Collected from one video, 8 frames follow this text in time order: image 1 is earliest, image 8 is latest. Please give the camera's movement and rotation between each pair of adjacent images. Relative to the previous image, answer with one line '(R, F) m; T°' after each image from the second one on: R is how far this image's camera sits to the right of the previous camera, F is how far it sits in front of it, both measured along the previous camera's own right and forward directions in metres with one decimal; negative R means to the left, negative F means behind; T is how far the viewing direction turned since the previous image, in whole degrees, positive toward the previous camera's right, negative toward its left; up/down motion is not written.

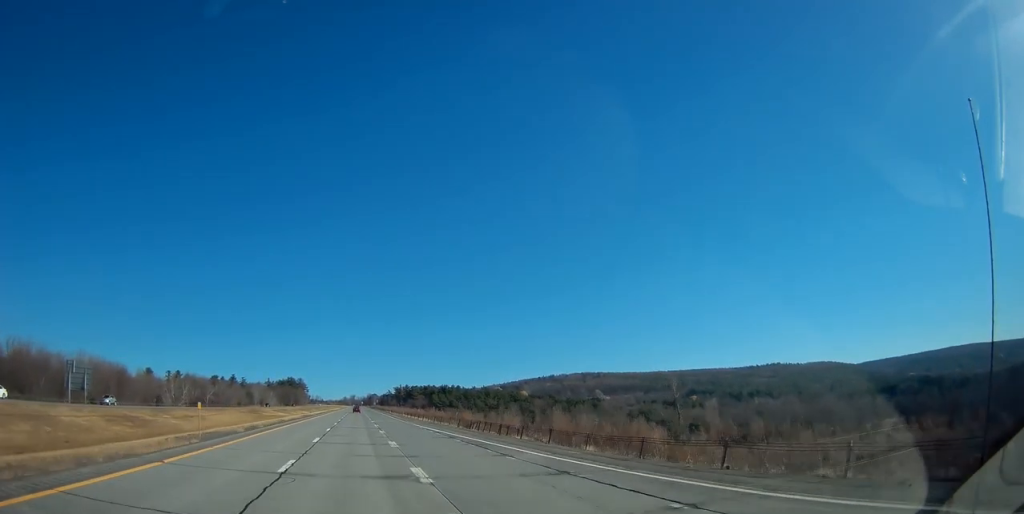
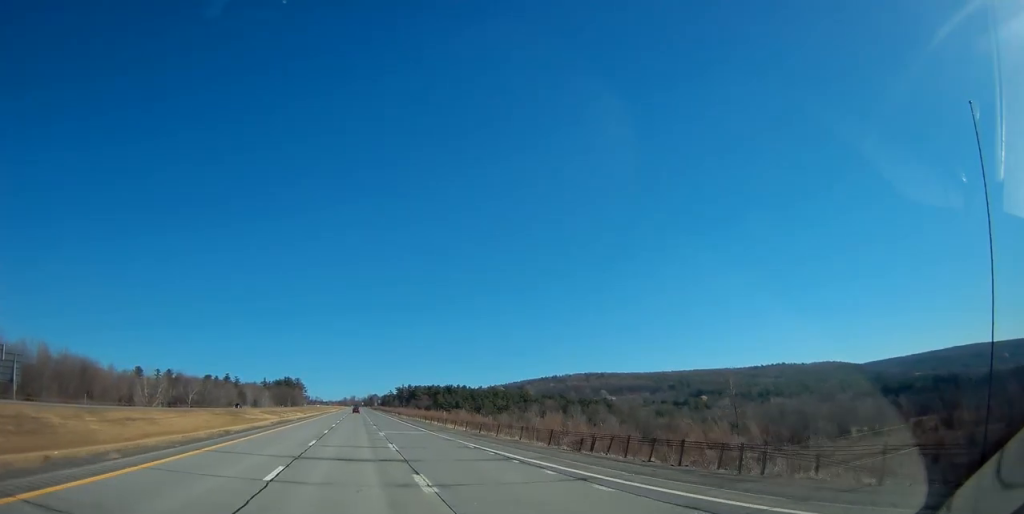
(0.0, +26.2) m; 0°
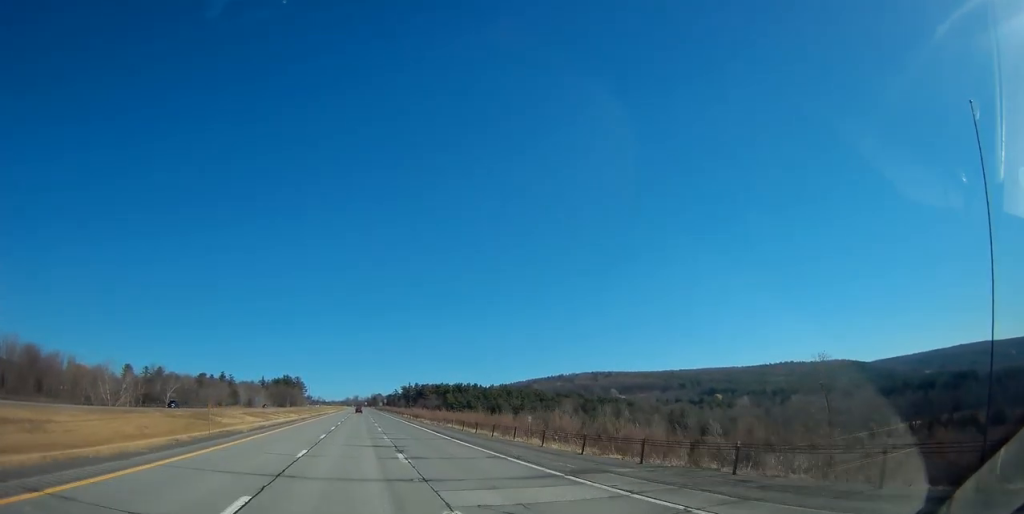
(-0.1, +29.6) m; 0°
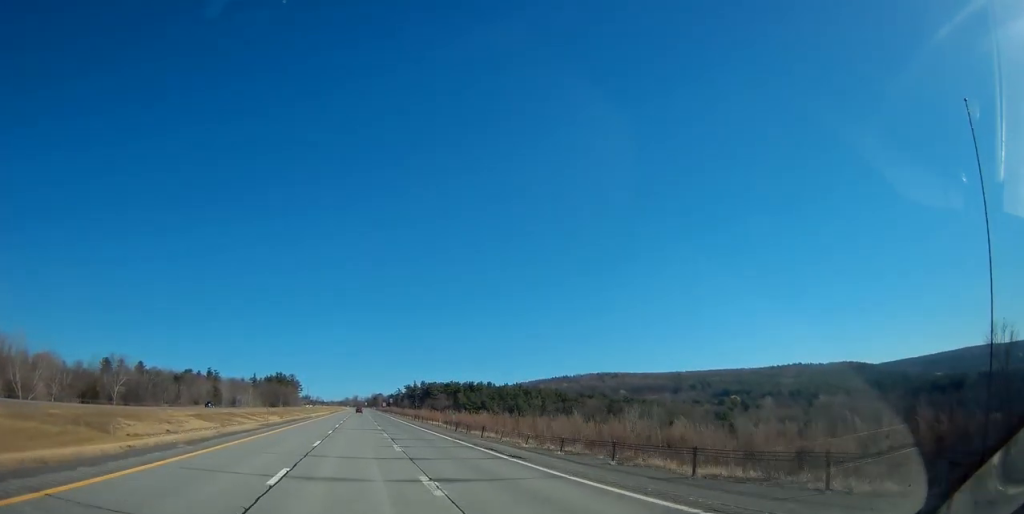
(+0.1, +42.1) m; 0°
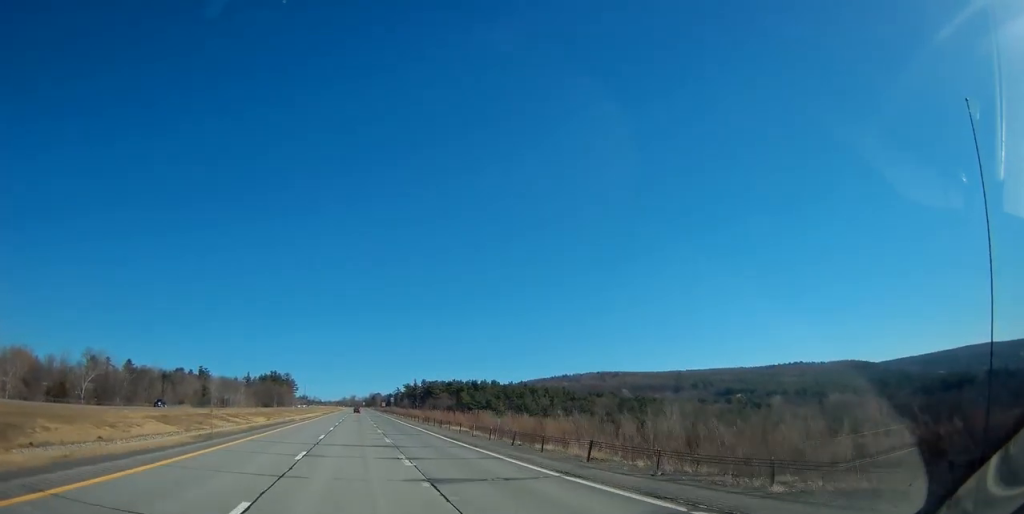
(+0.1, +18.2) m; 0°
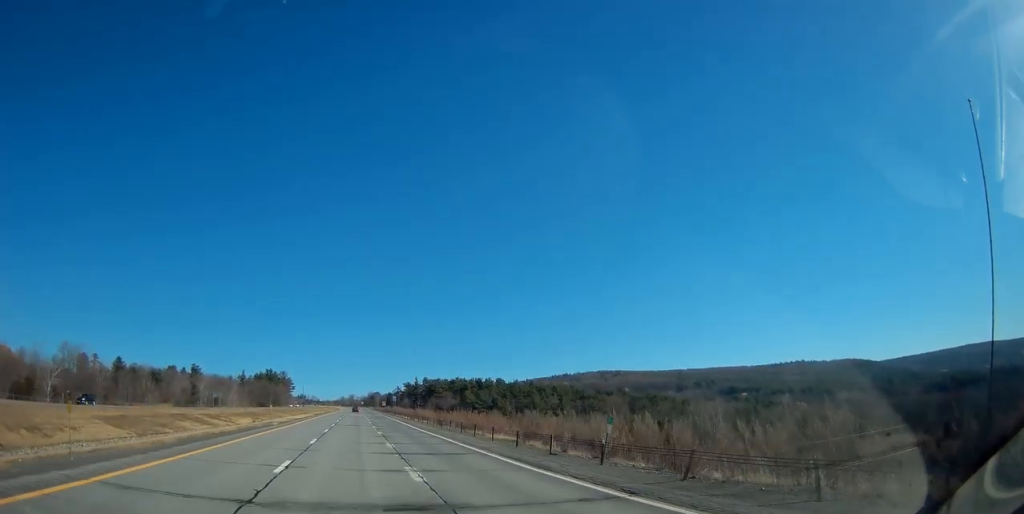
(+0.1, +15.9) m; 0°
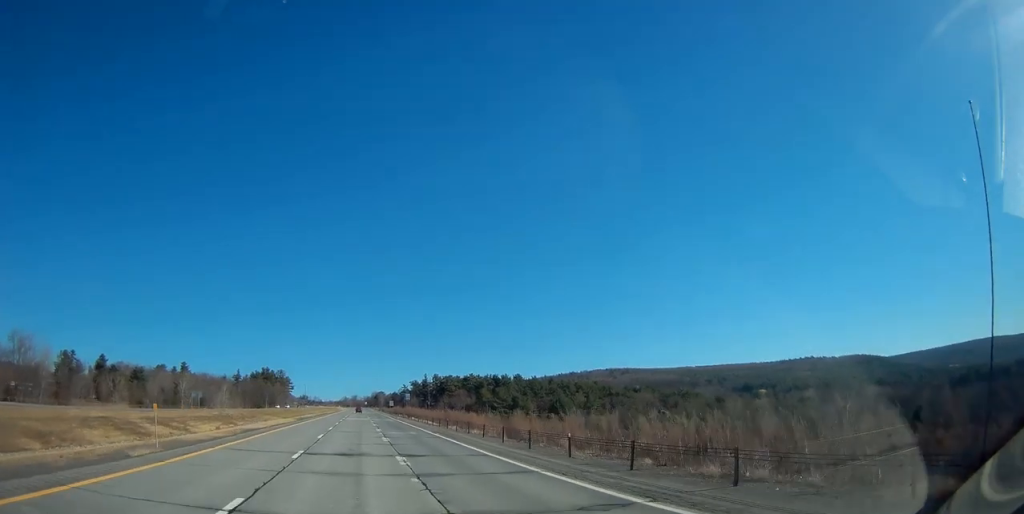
(0.0, +31.8) m; 0°
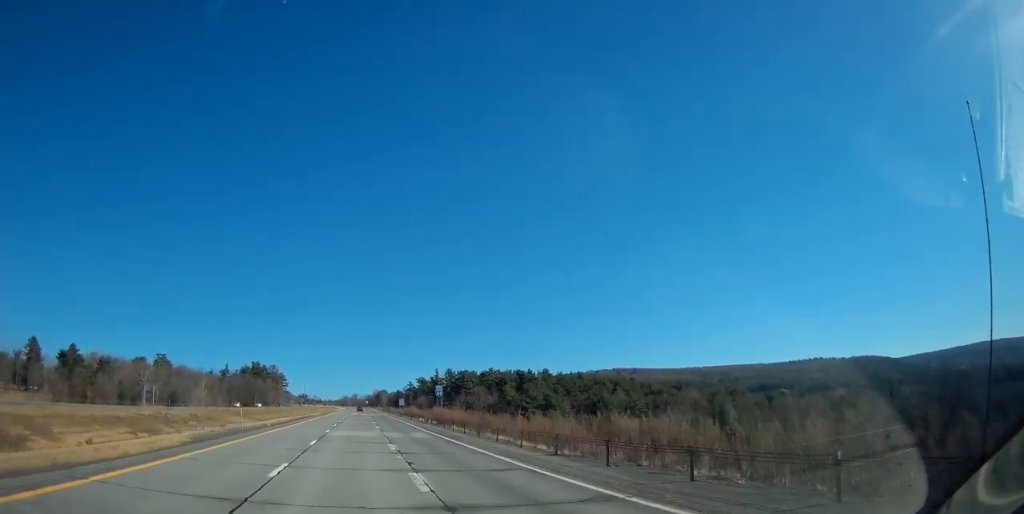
(-0.3, +40.9) m; 0°
